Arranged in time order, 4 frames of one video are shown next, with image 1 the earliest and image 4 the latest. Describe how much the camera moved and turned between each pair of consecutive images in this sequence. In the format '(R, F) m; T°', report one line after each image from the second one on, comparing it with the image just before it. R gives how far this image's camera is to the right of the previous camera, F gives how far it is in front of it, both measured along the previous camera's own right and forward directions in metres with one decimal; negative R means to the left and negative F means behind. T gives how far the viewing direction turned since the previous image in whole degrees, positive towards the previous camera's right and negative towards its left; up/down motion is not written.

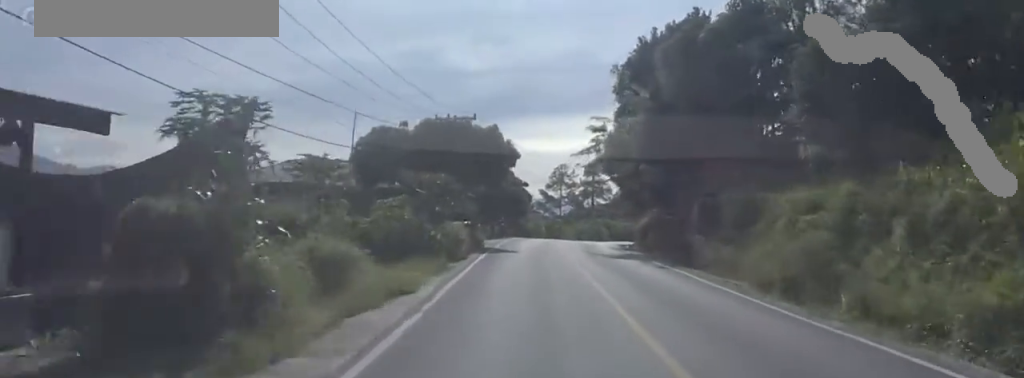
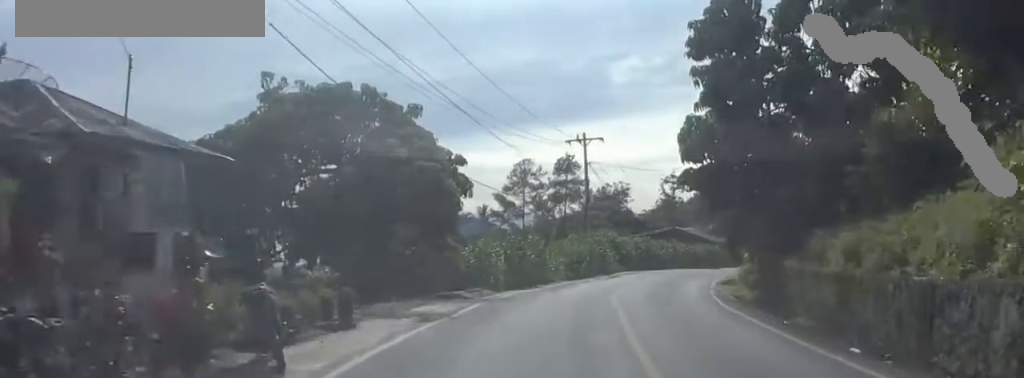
(0.0, +42.8) m; -2°
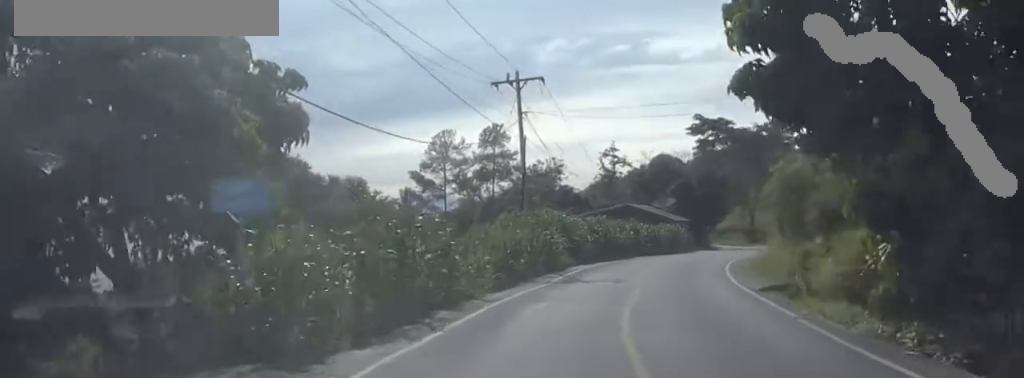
(-0.5, +17.4) m; +5°
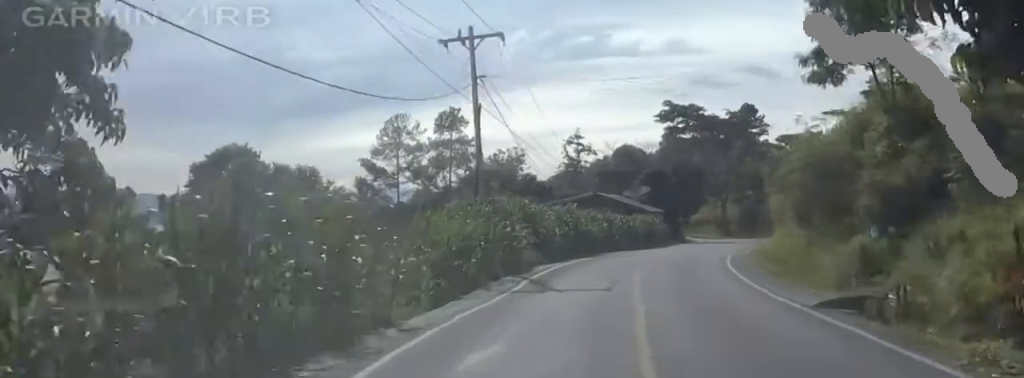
(+0.4, +7.5) m; +4°
